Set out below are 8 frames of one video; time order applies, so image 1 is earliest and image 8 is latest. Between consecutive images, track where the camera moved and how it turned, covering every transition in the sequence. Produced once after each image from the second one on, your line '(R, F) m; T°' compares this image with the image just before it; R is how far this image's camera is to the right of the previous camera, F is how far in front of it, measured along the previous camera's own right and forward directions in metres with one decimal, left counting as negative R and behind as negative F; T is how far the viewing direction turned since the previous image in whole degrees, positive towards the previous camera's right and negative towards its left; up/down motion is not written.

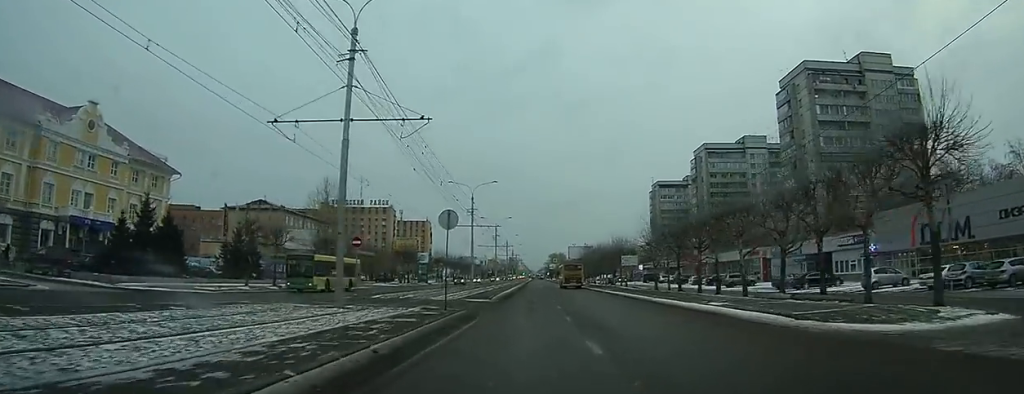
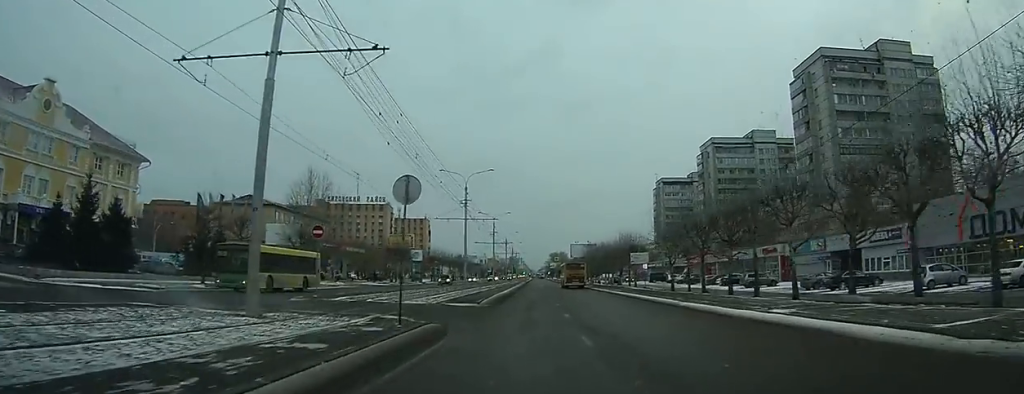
(0.0, +6.7) m; 0°
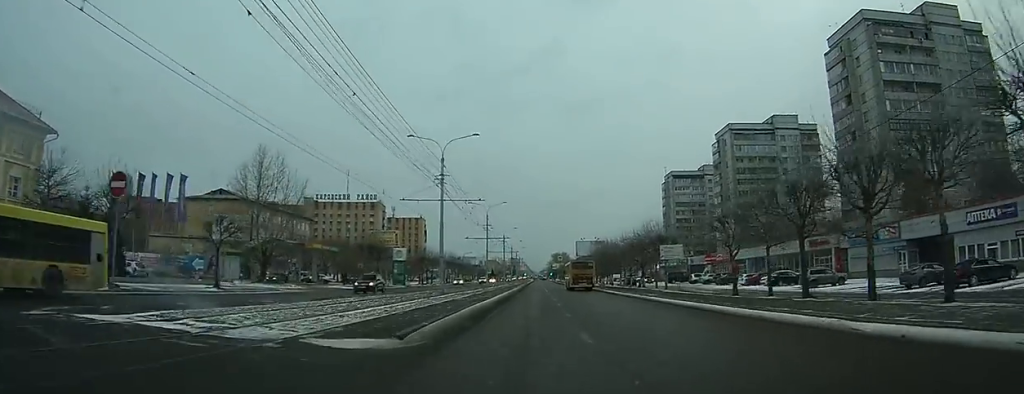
(0.0, +15.4) m; 0°
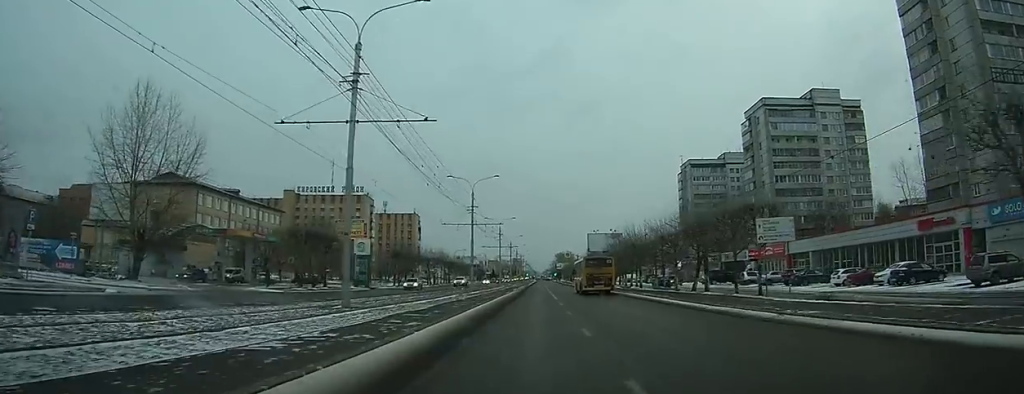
(+0.1, +22.3) m; +1°
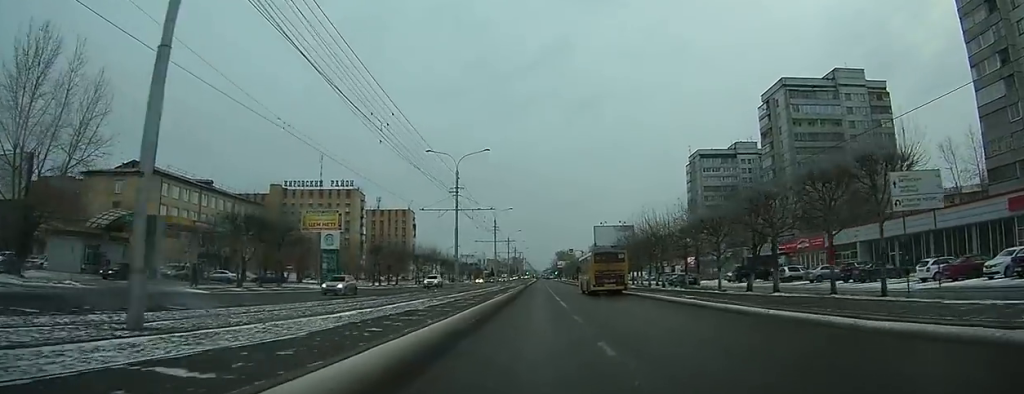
(0.0, +12.1) m; 0°
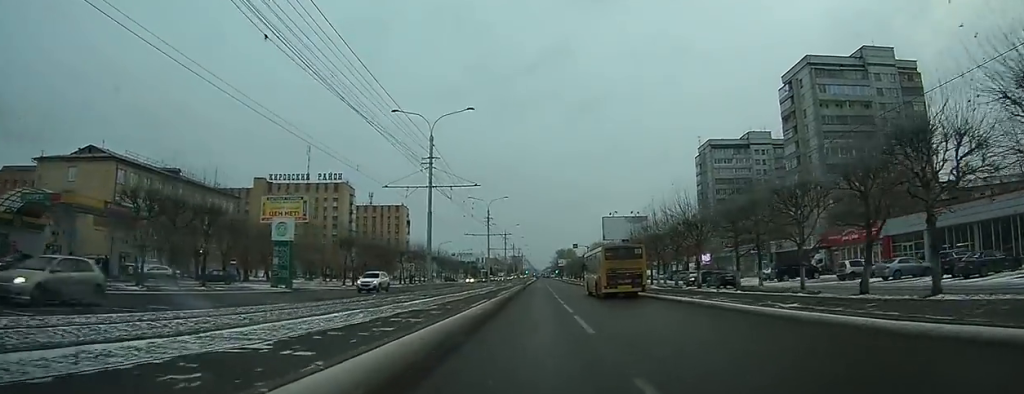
(-0.1, +12.6) m; -1°
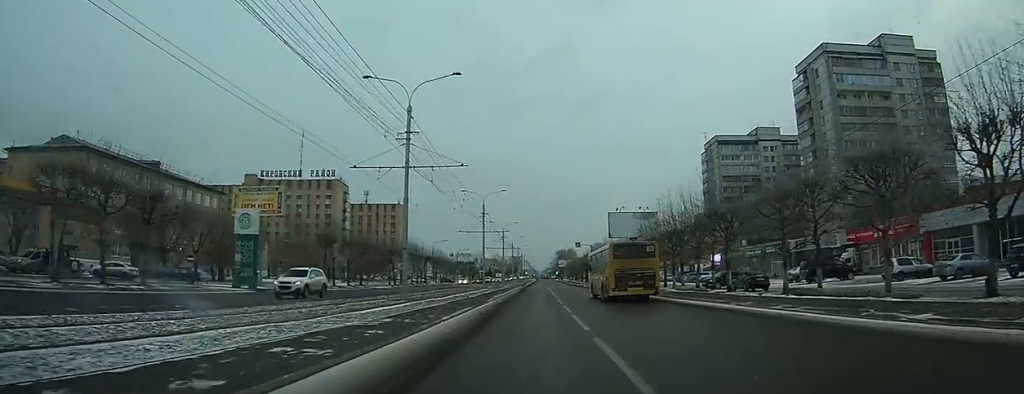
(0.0, +7.1) m; 0°
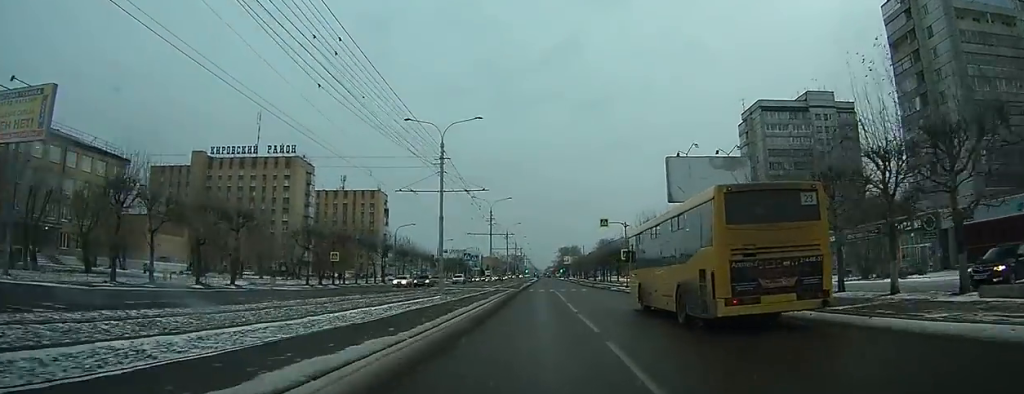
(-0.1, +36.2) m; 0°
